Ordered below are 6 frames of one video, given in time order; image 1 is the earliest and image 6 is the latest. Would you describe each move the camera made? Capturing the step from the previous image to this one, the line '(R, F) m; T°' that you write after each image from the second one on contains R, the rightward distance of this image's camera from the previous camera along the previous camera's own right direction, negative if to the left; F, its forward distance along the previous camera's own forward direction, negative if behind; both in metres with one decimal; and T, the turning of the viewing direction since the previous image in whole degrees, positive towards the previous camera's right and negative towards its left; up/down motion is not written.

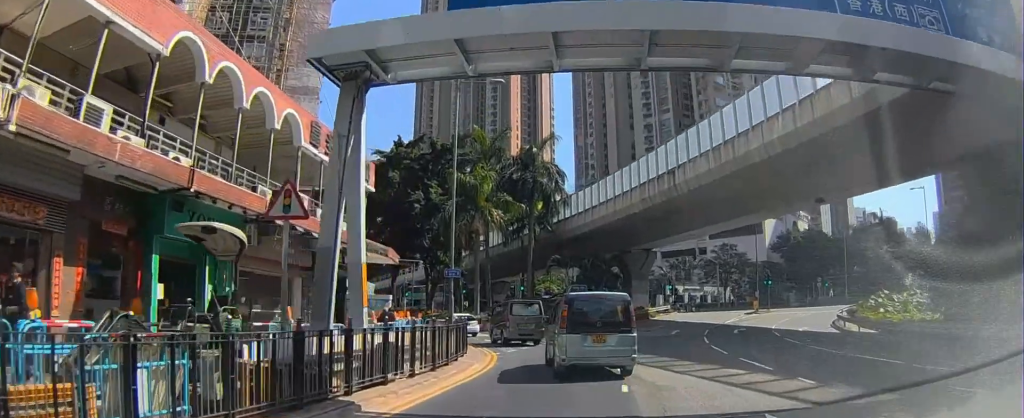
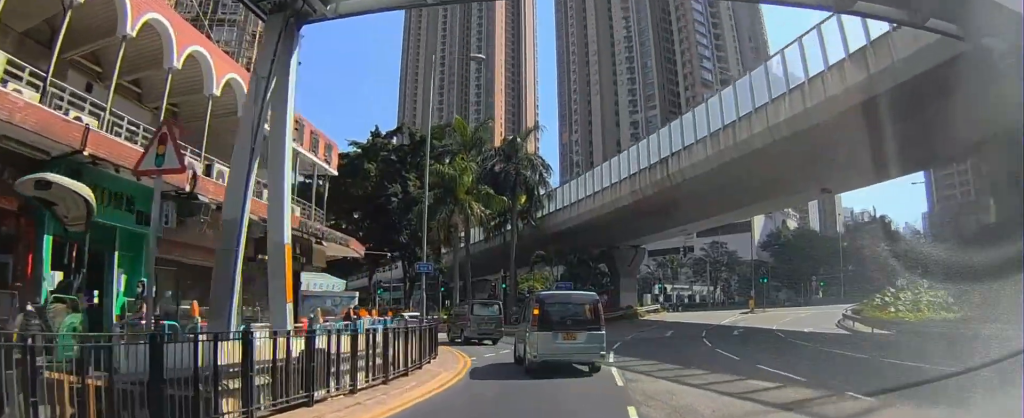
(0.0, +2.8) m; +2°
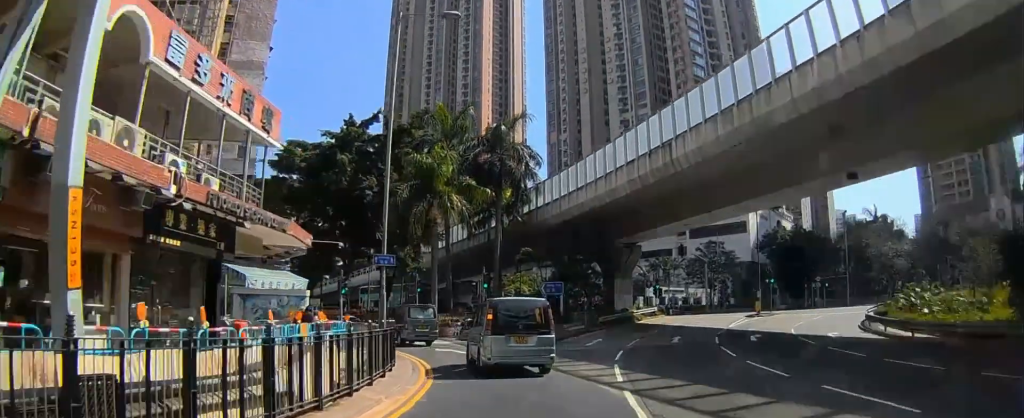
(+0.1, +3.9) m; +4°
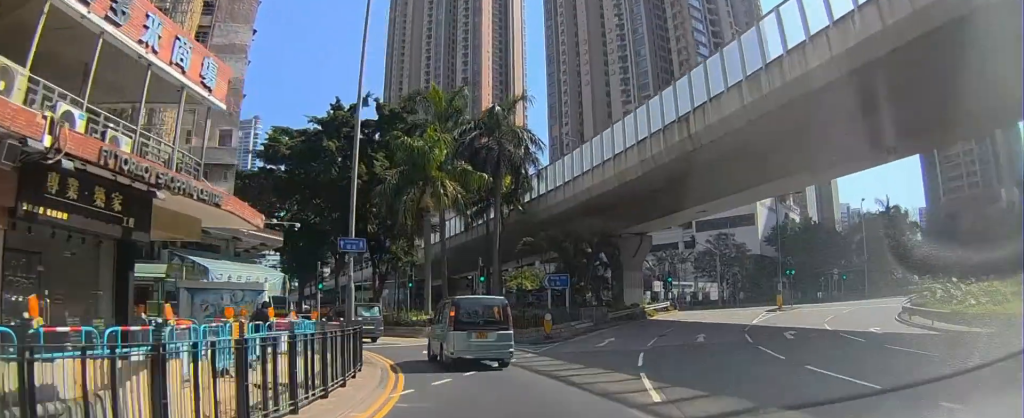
(+0.2, +2.9) m; +2°
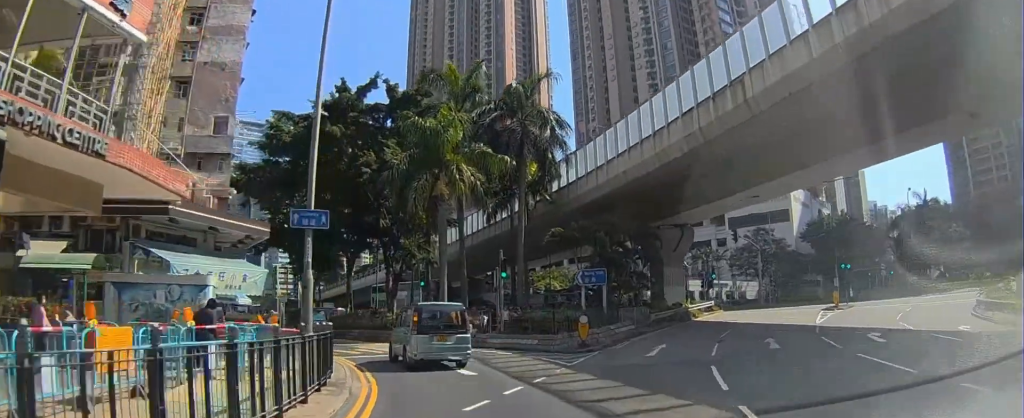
(+0.1, +3.7) m; 0°
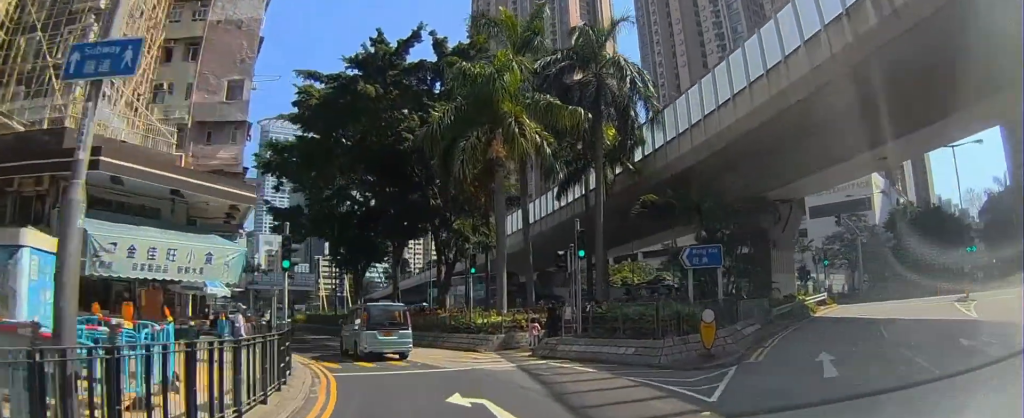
(-0.4, +5.9) m; -9°
